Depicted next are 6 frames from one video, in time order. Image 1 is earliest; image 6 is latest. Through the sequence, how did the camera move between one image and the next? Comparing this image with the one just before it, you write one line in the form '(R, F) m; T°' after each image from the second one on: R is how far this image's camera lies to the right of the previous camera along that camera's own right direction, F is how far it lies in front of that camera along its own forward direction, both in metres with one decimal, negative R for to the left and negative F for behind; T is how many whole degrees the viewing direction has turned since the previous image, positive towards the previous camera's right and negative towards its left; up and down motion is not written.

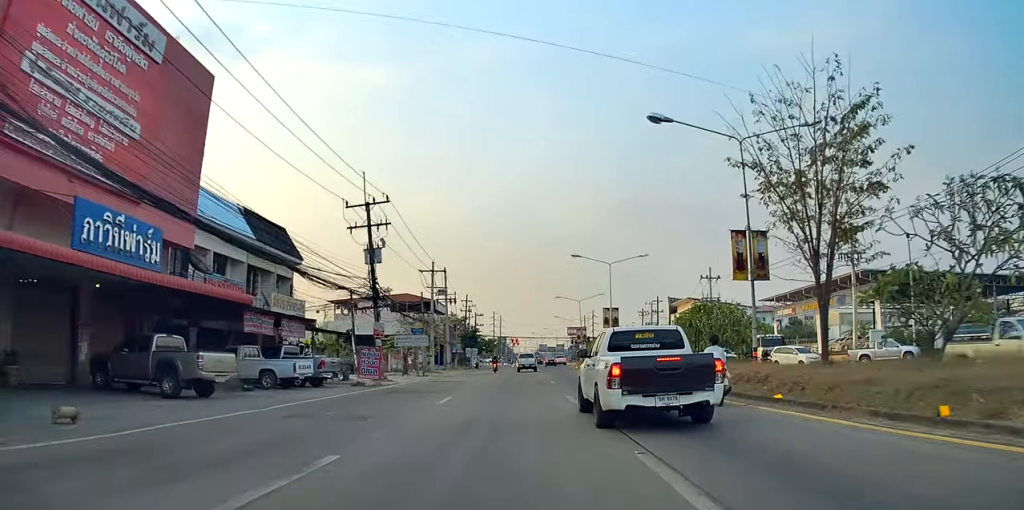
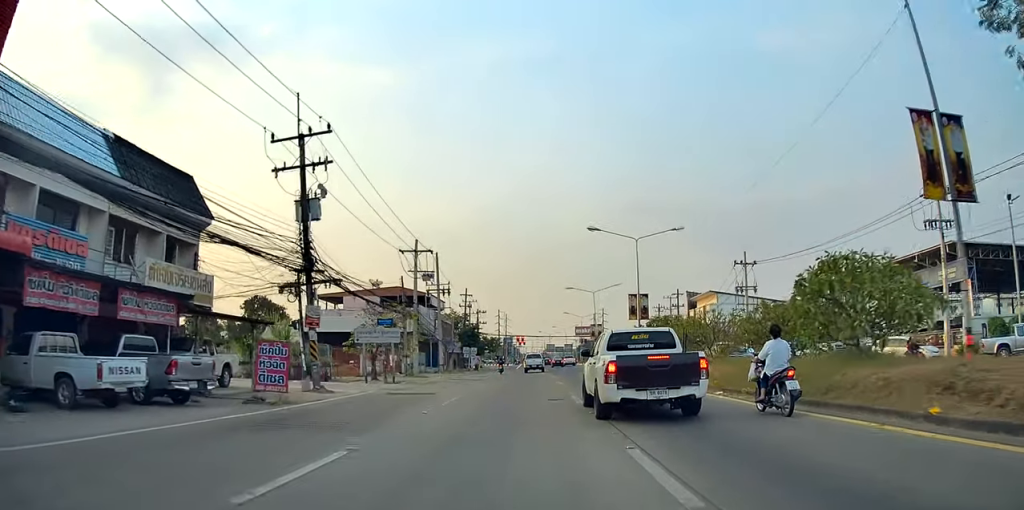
(0.0, +12.0) m; 0°
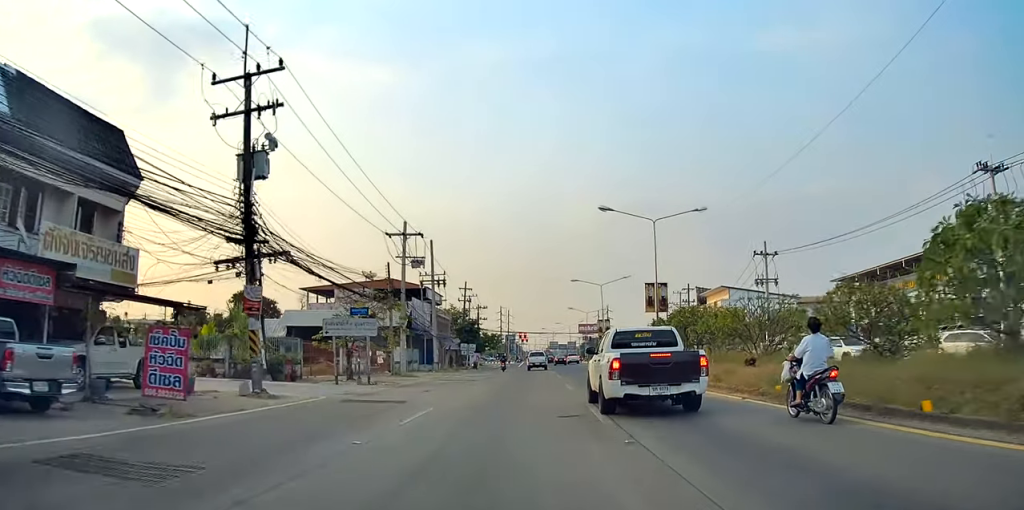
(0.0, +6.0) m; 0°
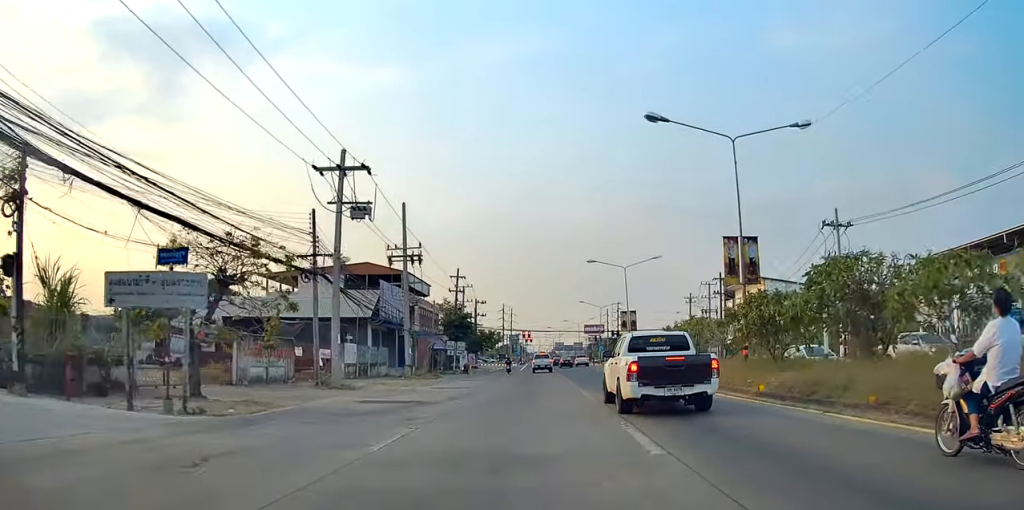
(+0.5, +16.0) m; +4°
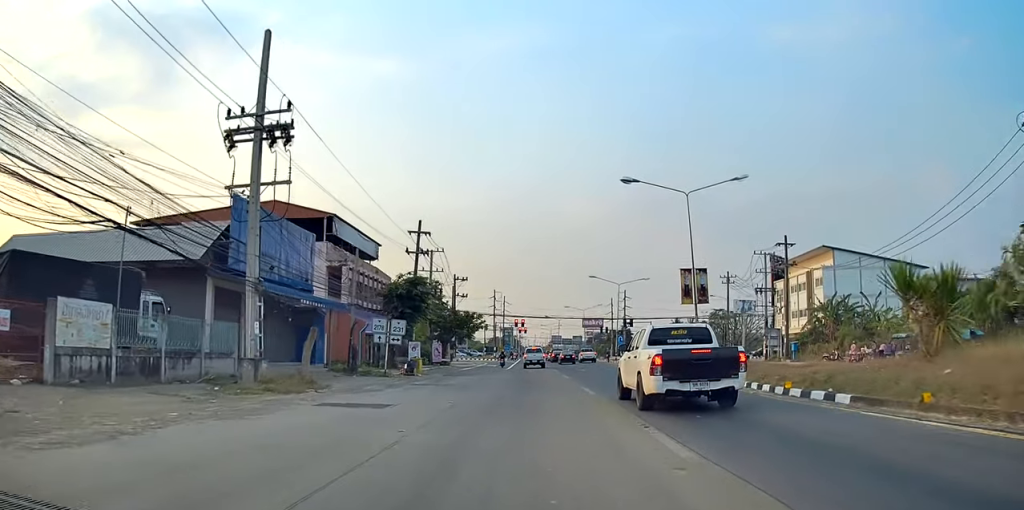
(+0.4, +26.1) m; 0°
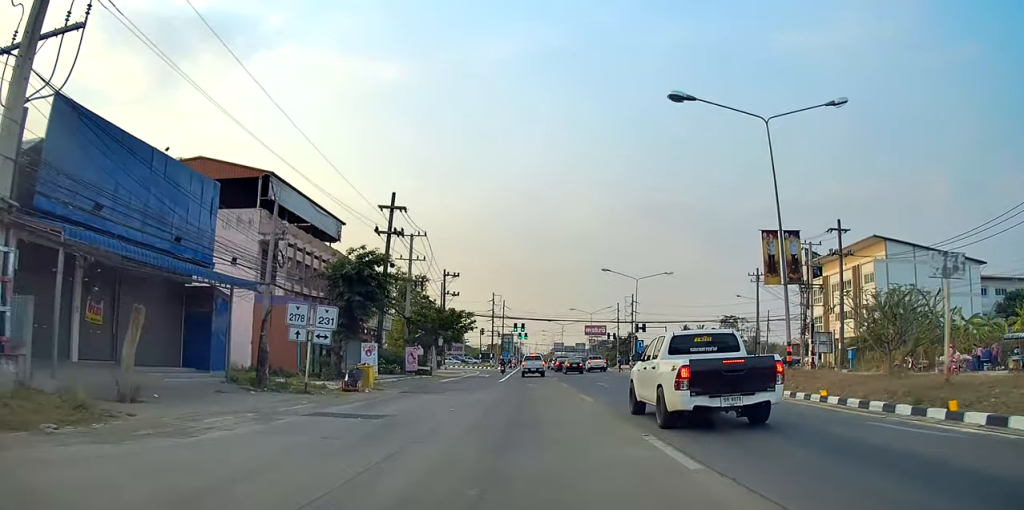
(-0.4, +12.2) m; 0°
